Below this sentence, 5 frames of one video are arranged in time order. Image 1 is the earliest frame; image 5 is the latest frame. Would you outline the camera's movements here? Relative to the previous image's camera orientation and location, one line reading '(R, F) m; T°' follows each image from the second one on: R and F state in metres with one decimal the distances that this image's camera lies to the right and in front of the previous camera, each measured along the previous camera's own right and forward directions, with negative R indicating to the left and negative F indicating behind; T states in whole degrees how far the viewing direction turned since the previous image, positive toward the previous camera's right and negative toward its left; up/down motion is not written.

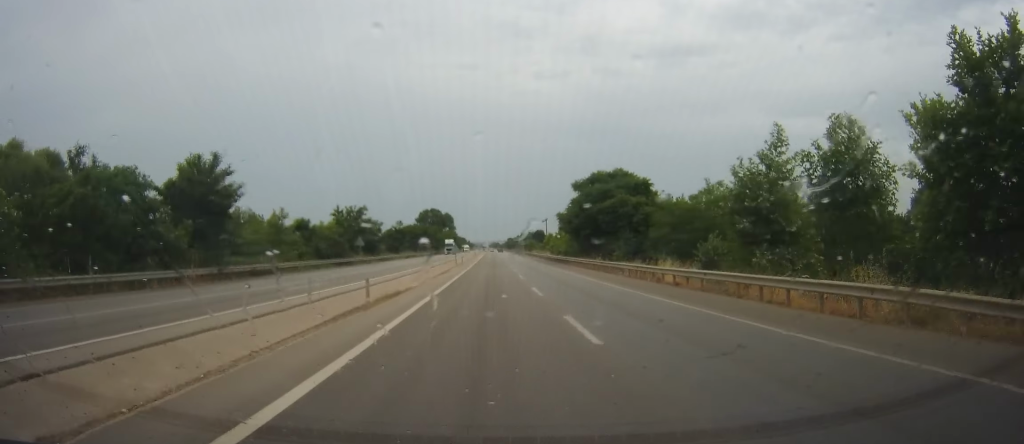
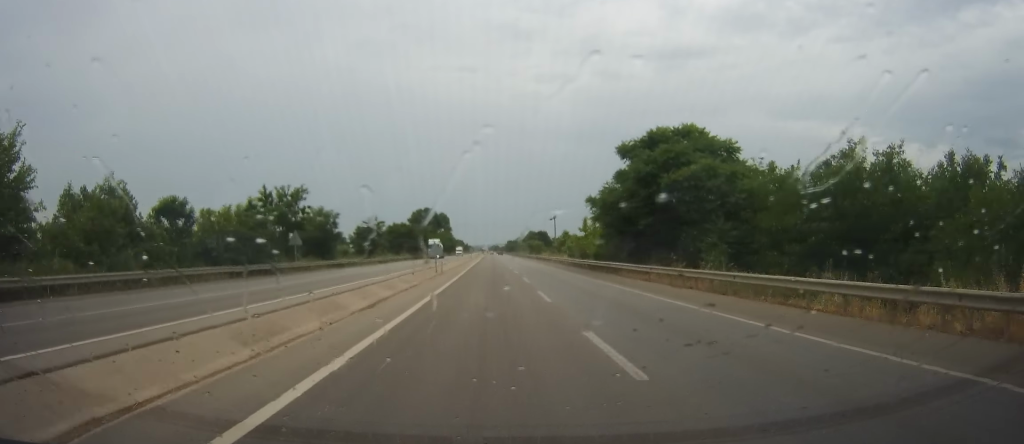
(+0.2, +27.6) m; +1°
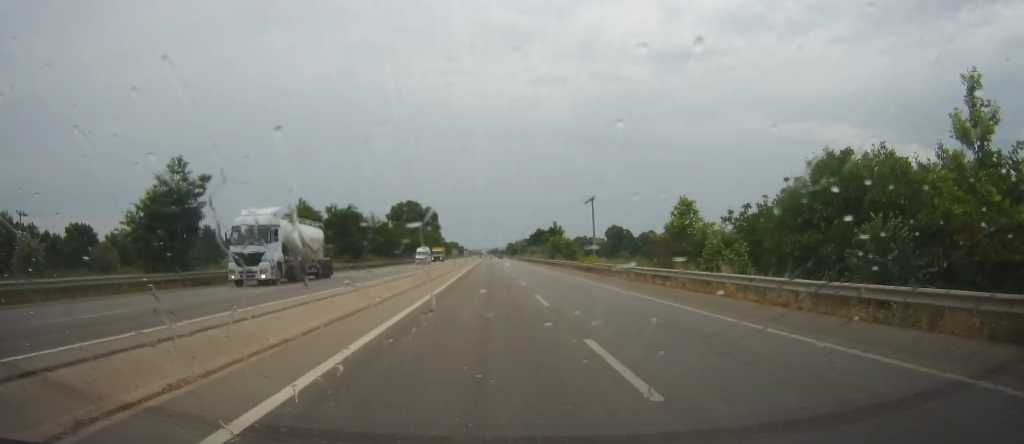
(+1.0, +63.3) m; +1°
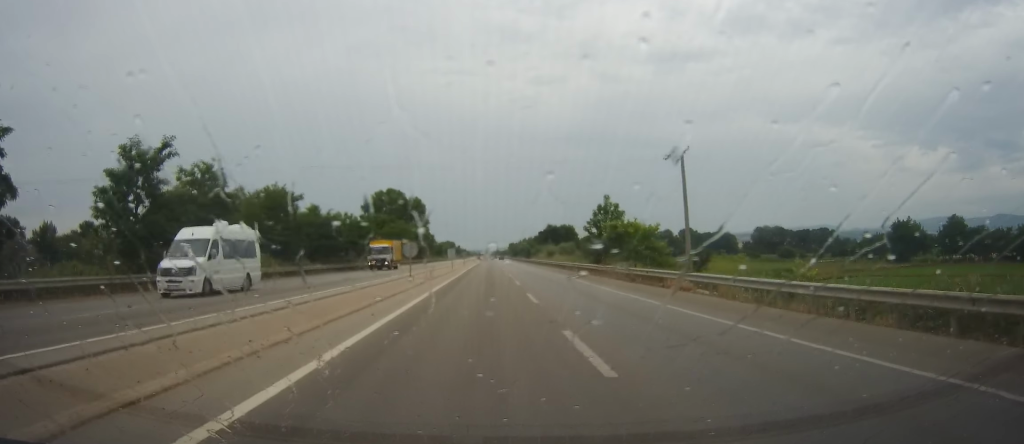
(-0.7, +47.2) m; -1°
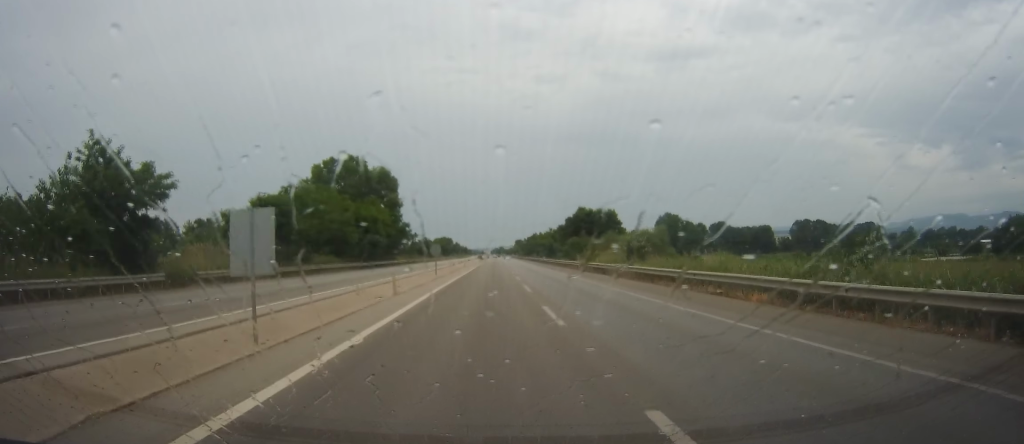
(-0.2, +68.1) m; 0°
